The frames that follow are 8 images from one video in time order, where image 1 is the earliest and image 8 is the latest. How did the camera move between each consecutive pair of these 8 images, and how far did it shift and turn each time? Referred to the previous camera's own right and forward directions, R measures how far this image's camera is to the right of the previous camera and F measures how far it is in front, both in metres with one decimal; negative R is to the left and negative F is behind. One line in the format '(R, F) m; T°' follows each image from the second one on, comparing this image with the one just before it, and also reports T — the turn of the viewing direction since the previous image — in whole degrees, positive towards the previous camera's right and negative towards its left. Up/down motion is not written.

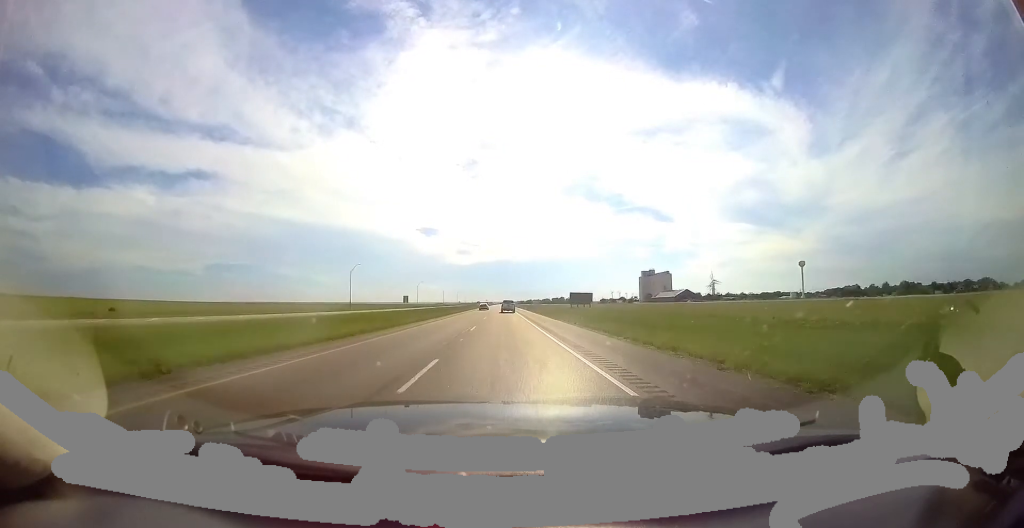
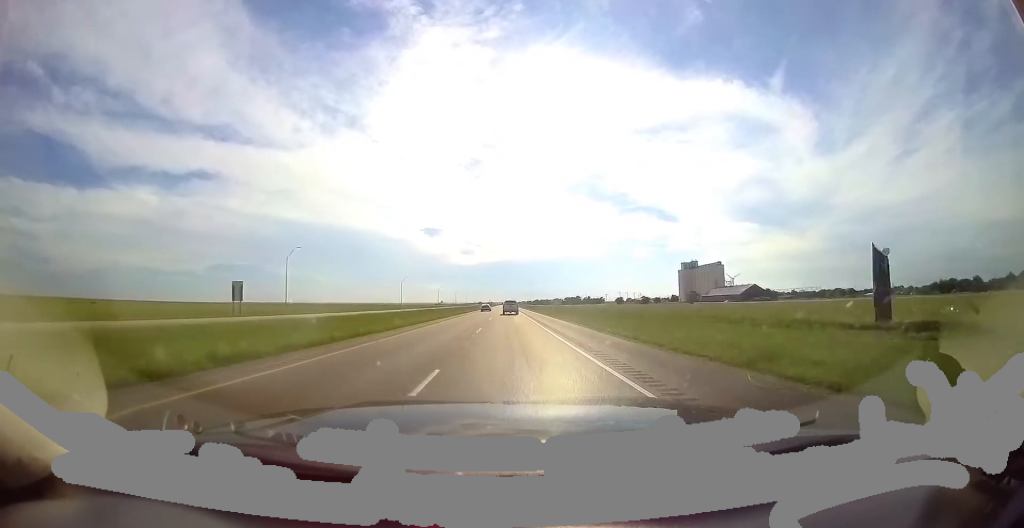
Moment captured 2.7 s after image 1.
(-0.6, +99.2) m; -1°
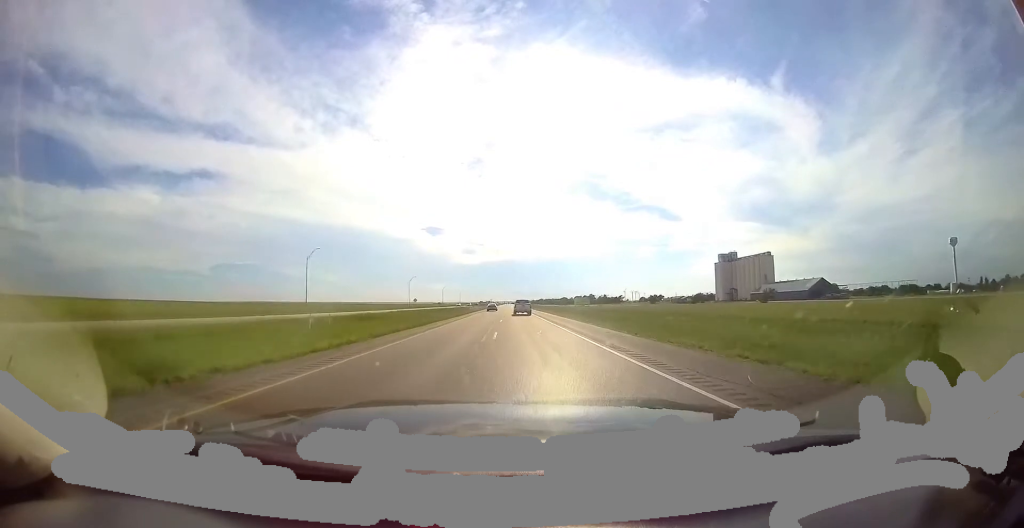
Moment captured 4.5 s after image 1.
(-0.4, +65.9) m; -1°
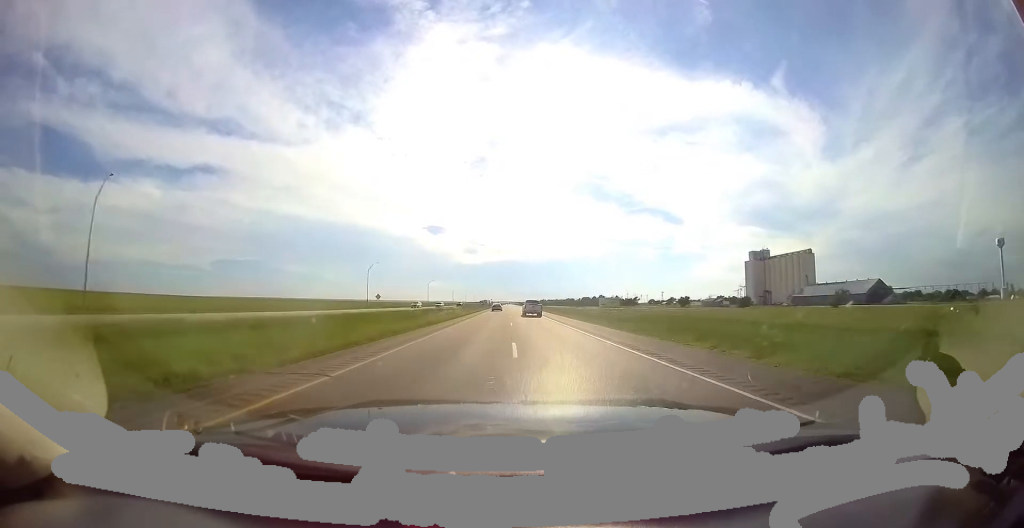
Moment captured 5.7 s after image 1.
(-0.3, +41.5) m; 0°
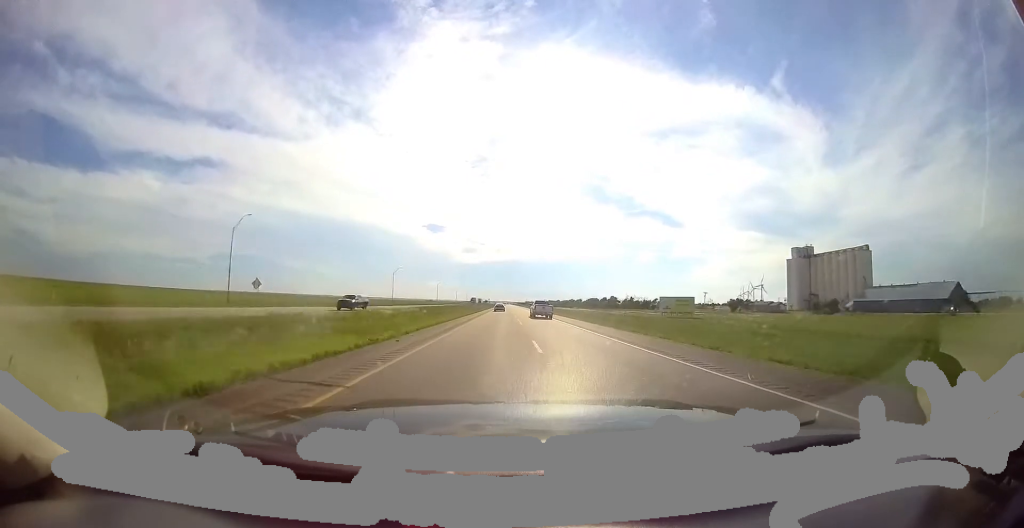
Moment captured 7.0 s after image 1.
(-0.2, +48.7) m; 0°
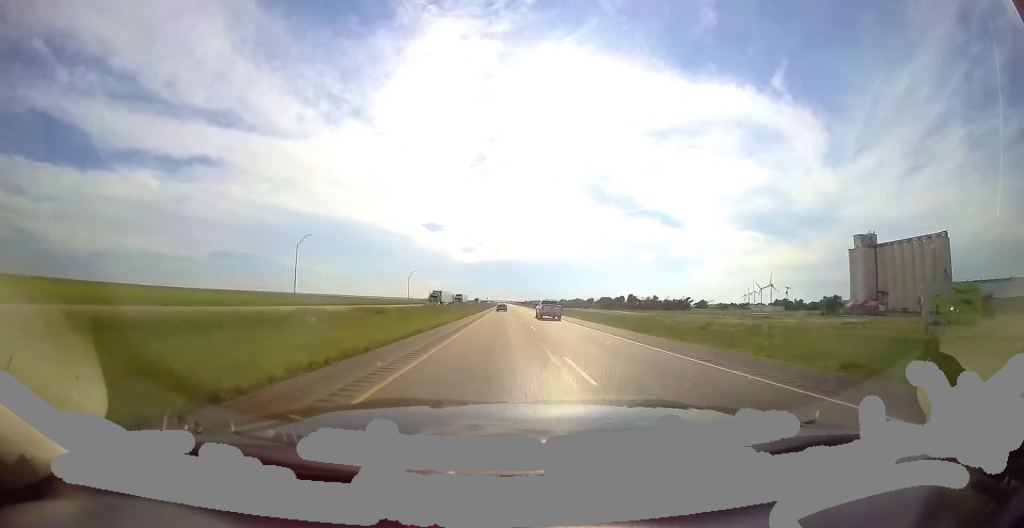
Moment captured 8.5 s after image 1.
(+1.2, +53.5) m; 0°
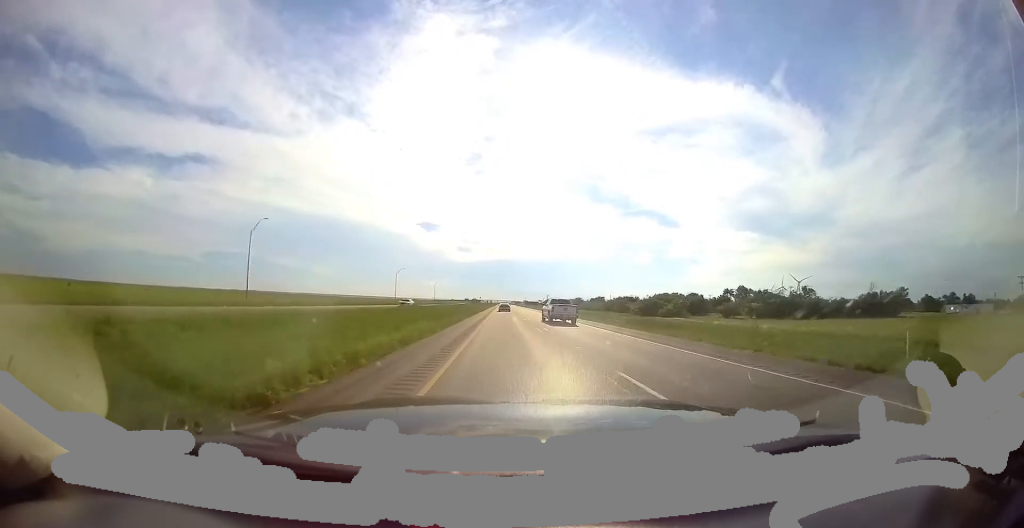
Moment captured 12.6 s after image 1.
(+0.1, +149.8) m; +1°
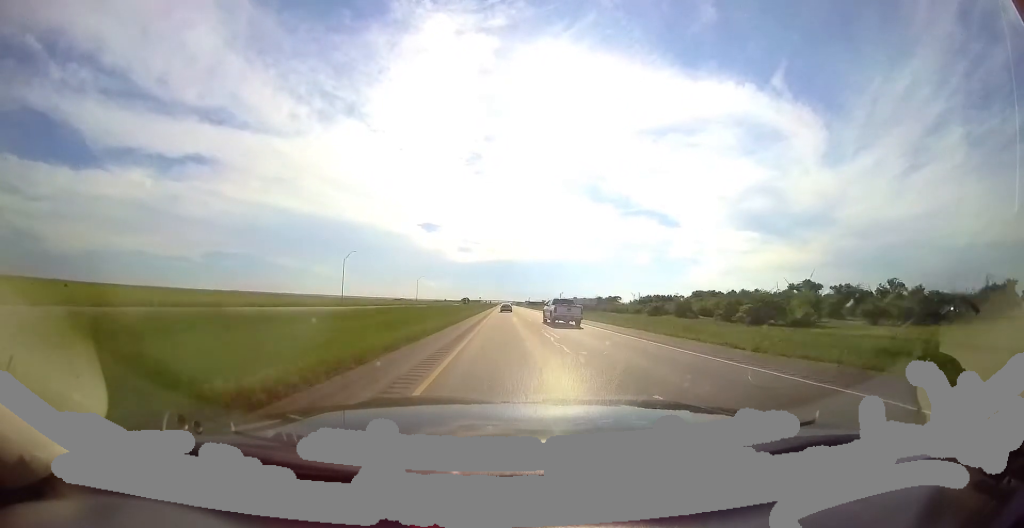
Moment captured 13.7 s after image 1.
(0.0, +38.5) m; 0°
